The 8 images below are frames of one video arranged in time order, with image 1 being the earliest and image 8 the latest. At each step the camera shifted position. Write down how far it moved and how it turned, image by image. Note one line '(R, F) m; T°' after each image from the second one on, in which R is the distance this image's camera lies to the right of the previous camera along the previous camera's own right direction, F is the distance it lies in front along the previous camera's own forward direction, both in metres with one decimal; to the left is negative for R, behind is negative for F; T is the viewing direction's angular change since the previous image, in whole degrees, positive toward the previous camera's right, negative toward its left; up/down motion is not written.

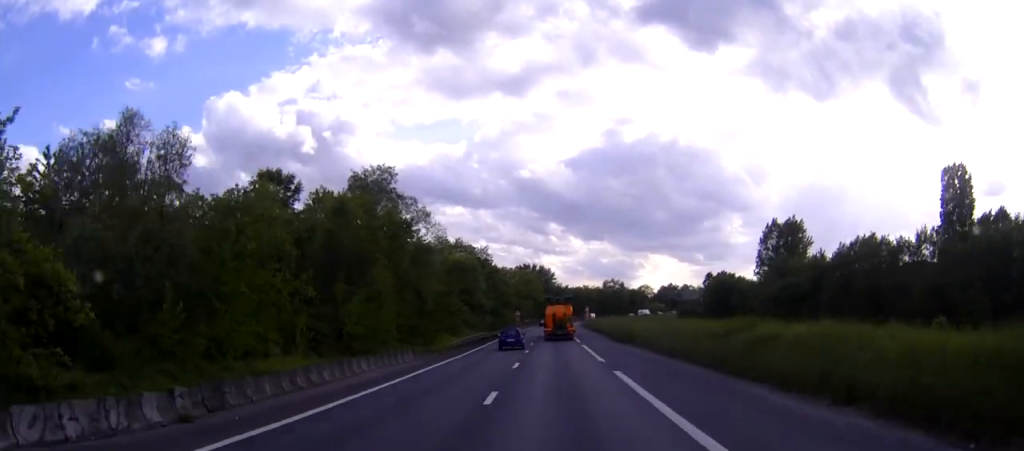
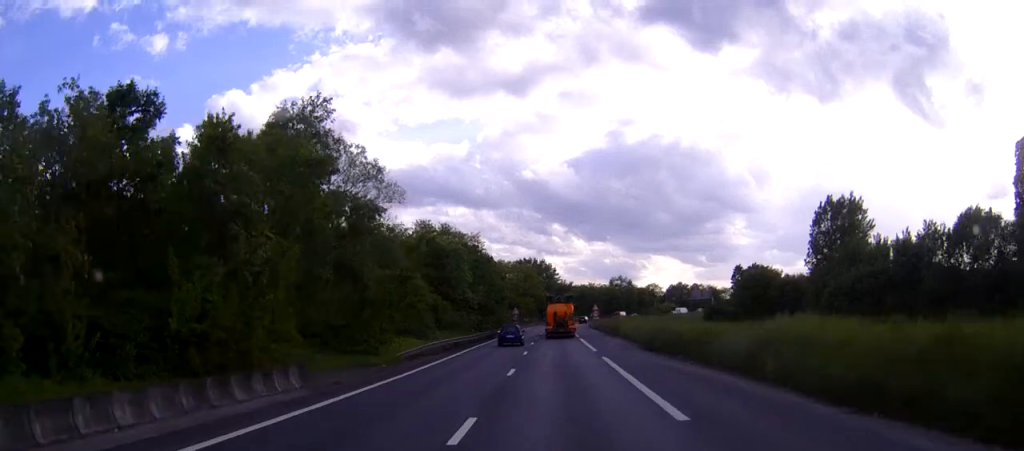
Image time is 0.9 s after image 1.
(0.0, +18.8) m; 0°
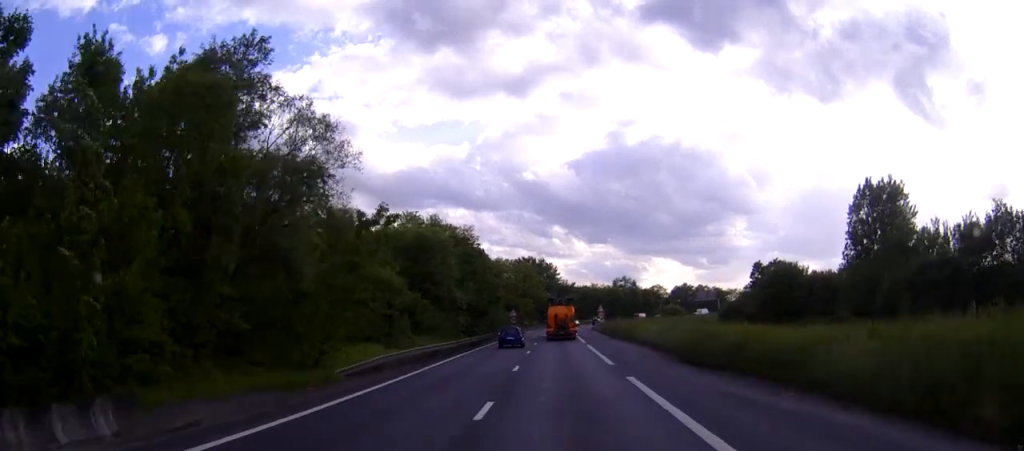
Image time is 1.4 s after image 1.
(0.0, +10.1) m; 0°
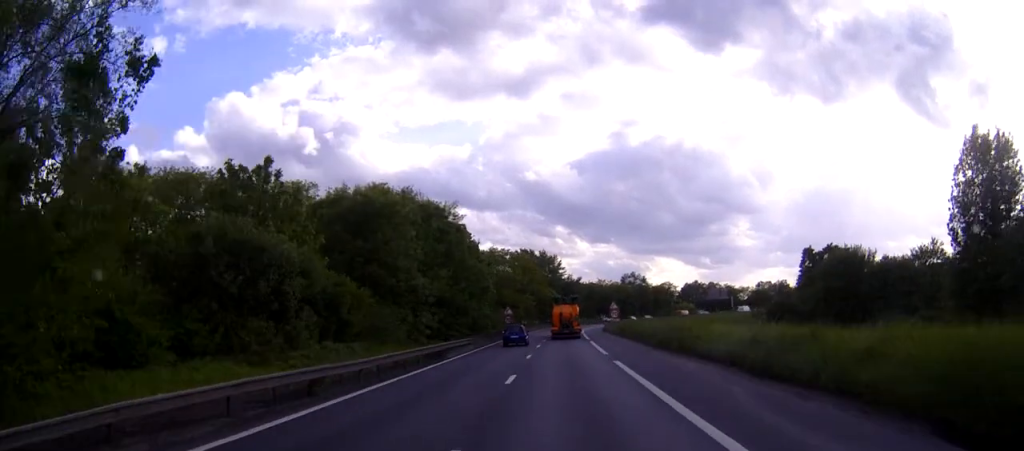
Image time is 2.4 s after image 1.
(-0.1, +19.1) m; 0°
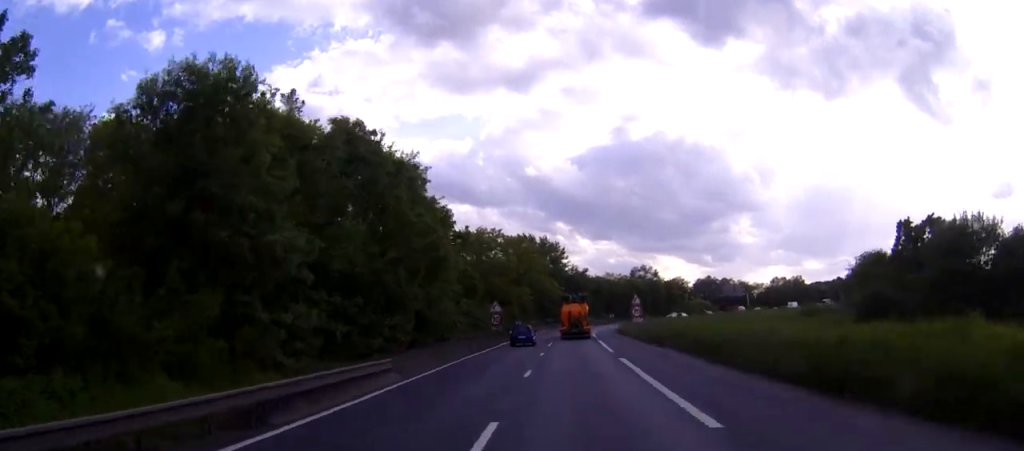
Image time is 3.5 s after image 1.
(0.0, +22.9) m; 0°
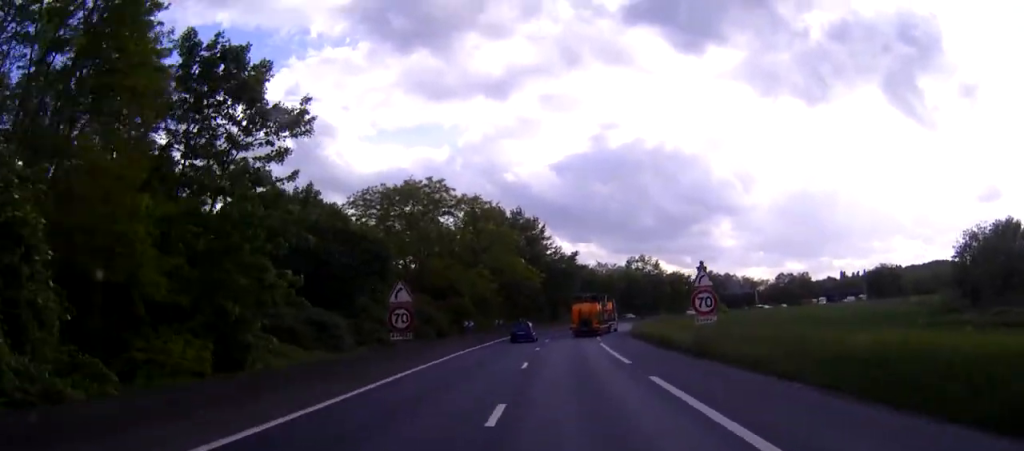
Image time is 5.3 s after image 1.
(+0.3, +37.8) m; +1°
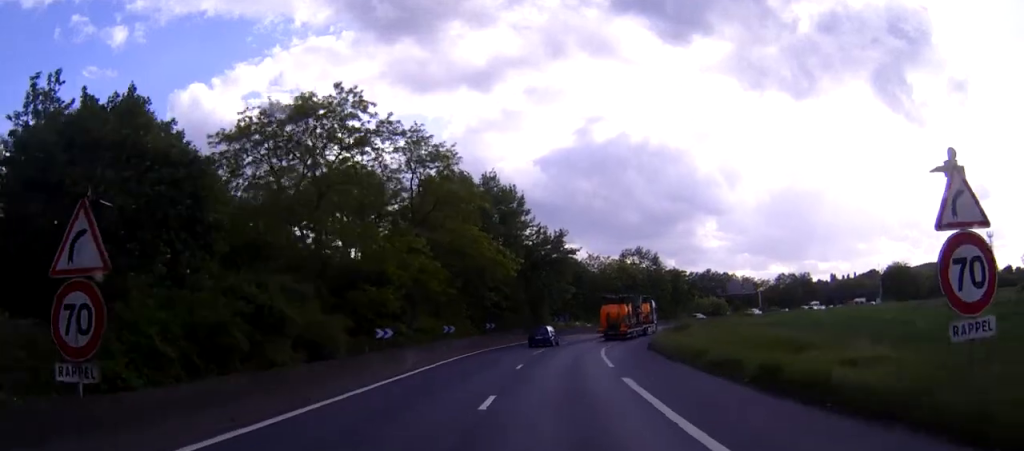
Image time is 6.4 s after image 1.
(+0.1, +22.9) m; +1°
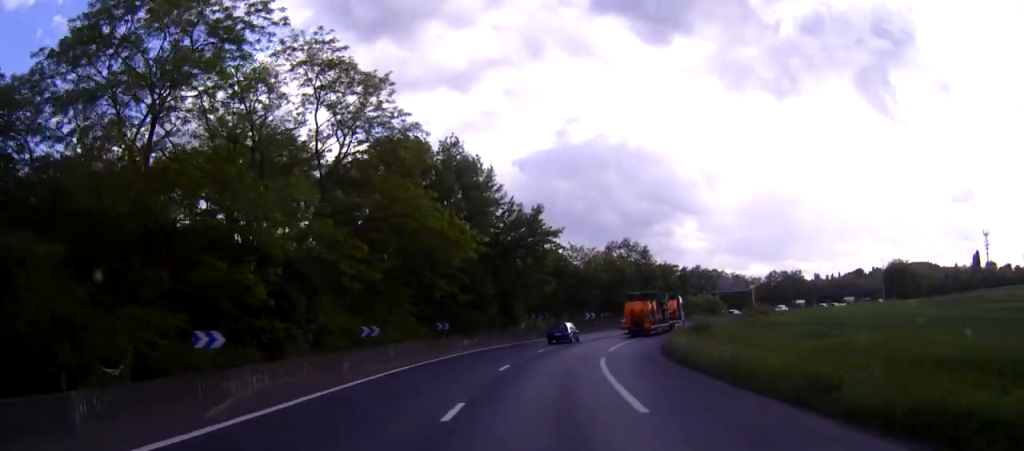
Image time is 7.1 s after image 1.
(+0.2, +15.2) m; +1°
